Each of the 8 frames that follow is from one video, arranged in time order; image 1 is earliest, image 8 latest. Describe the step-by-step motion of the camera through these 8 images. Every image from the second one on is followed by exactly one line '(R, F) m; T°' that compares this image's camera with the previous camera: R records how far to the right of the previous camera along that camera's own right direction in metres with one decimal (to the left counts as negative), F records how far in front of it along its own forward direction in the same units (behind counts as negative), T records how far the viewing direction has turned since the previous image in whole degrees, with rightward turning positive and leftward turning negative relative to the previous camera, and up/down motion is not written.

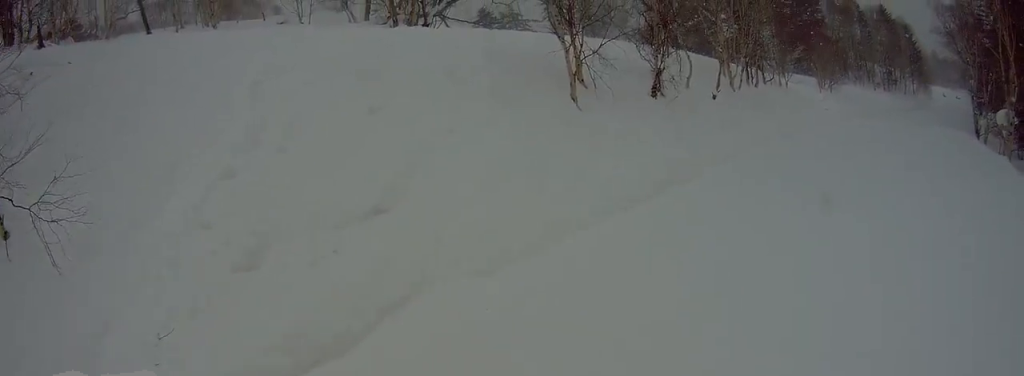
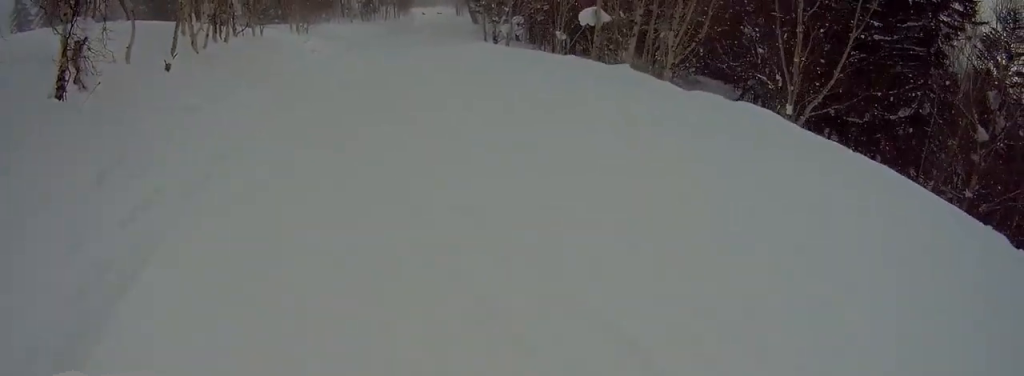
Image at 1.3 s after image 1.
(+1.0, +5.8) m; +20°
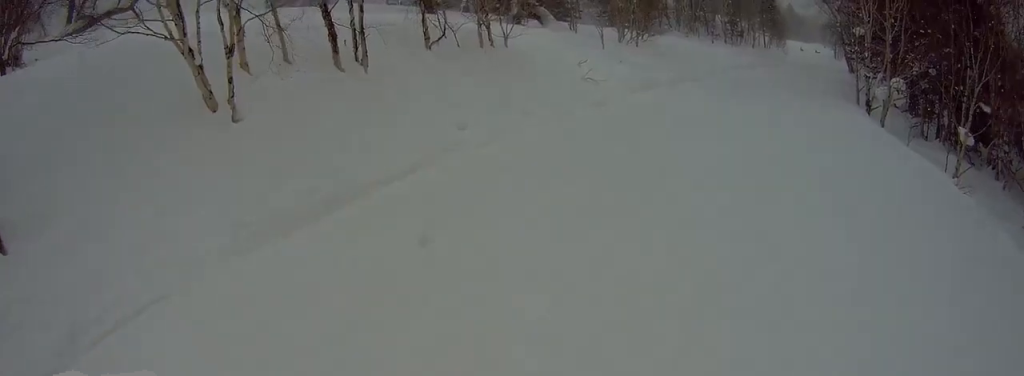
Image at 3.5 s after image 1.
(-1.1, +10.5) m; -28°
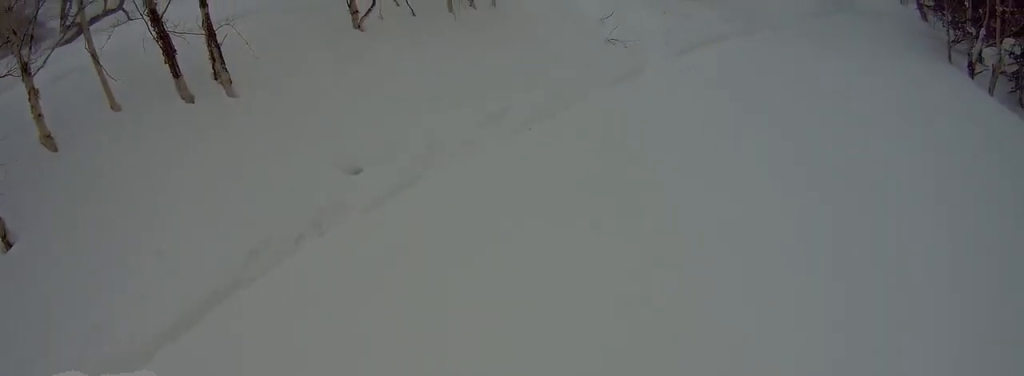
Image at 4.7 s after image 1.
(-0.5, +5.4) m; +17°
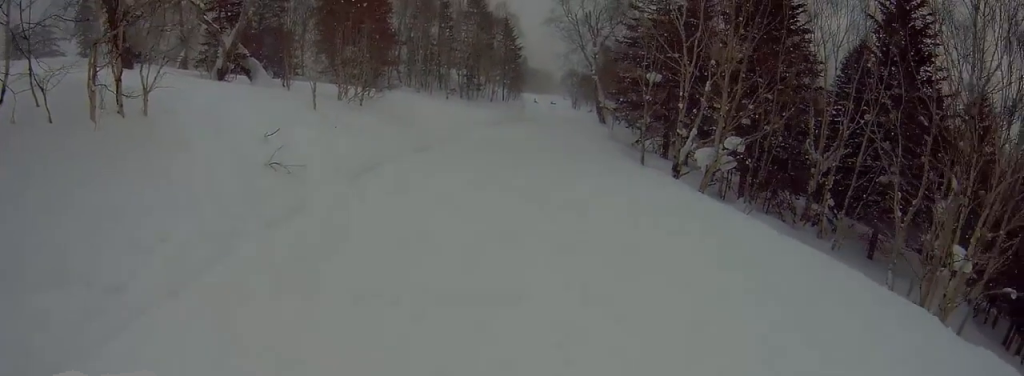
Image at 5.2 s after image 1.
(+1.0, +2.7) m; +11°
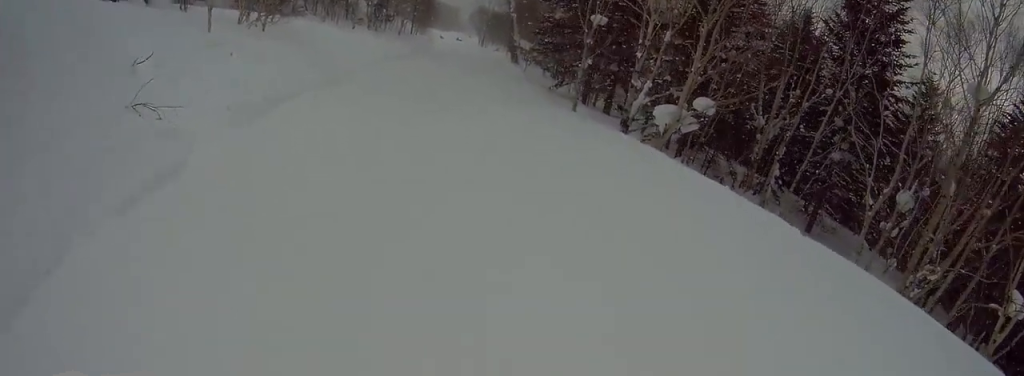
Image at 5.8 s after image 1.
(+0.5, +3.2) m; +5°
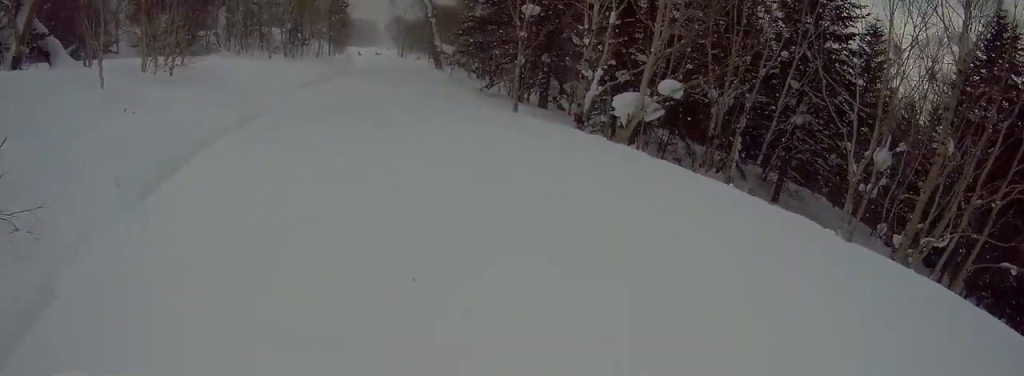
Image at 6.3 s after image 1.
(+0.1, +2.2) m; -7°
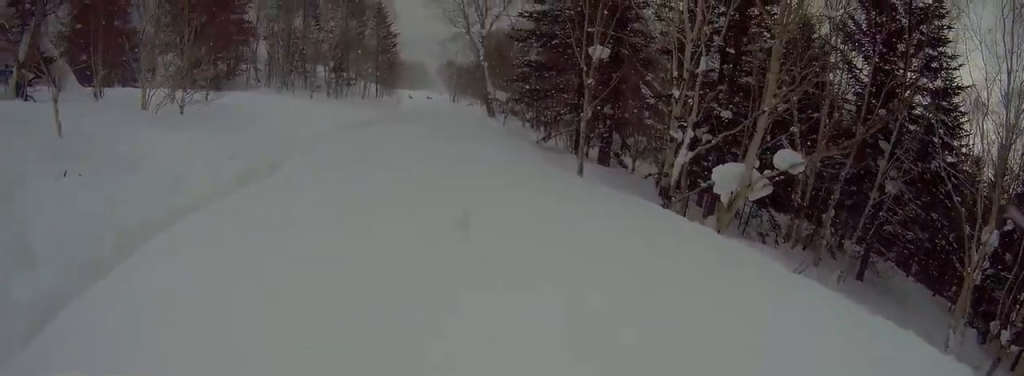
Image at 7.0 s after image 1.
(-0.4, +3.7) m; -12°
